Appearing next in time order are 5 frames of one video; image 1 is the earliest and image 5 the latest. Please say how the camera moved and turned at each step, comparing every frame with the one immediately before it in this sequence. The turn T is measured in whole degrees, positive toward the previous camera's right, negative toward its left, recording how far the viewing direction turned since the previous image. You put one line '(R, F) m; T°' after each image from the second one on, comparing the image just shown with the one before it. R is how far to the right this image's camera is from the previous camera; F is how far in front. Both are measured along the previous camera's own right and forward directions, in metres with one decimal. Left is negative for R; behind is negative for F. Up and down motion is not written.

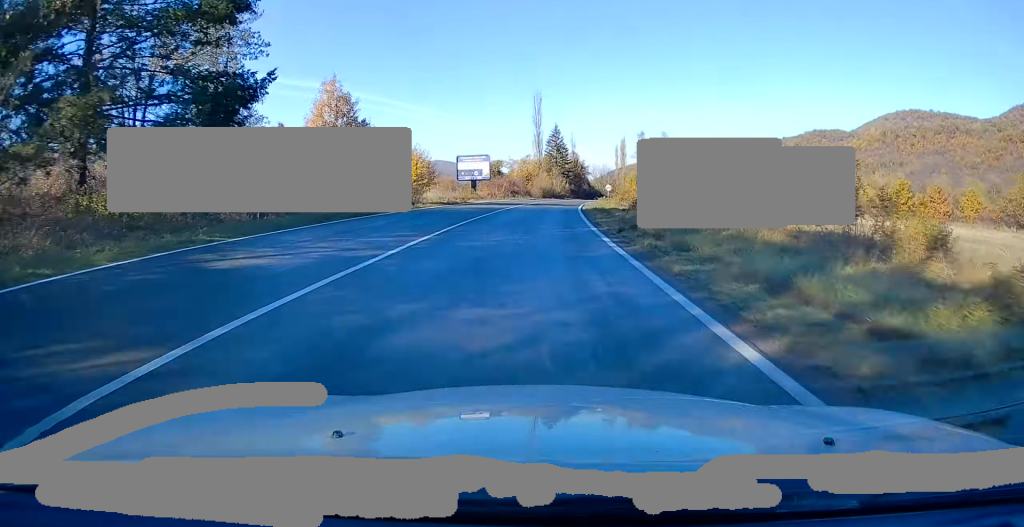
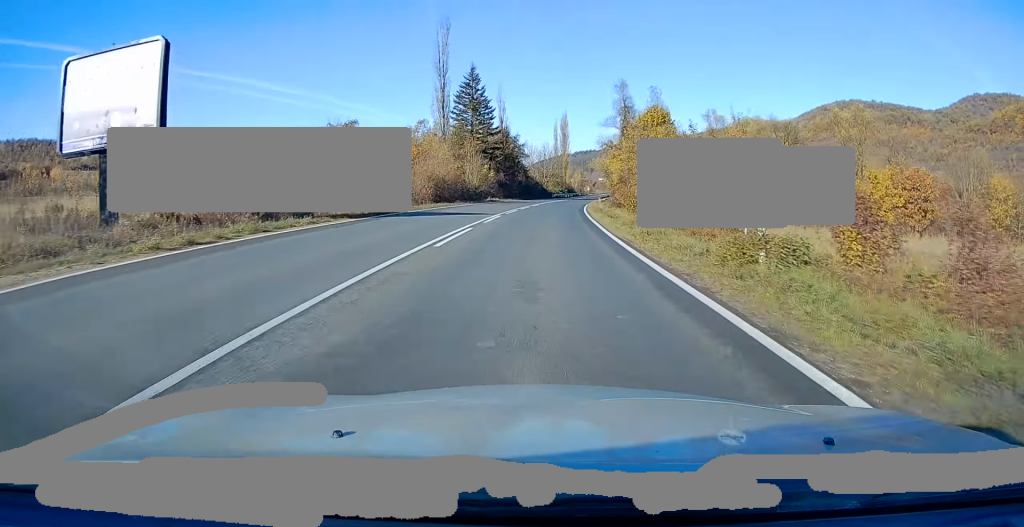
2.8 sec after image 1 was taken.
(+4.8, +64.0) m; +7°
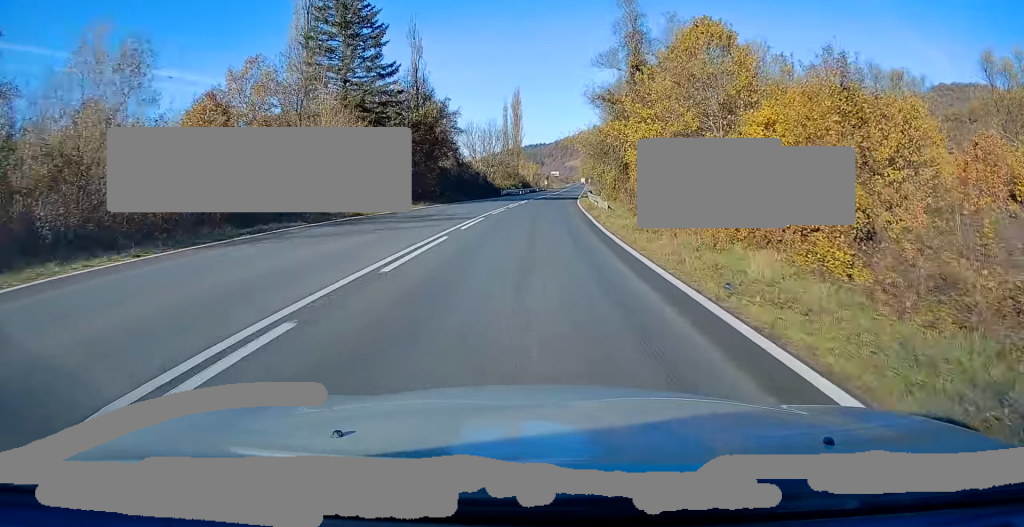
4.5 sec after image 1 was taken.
(+1.3, +39.7) m; +4°
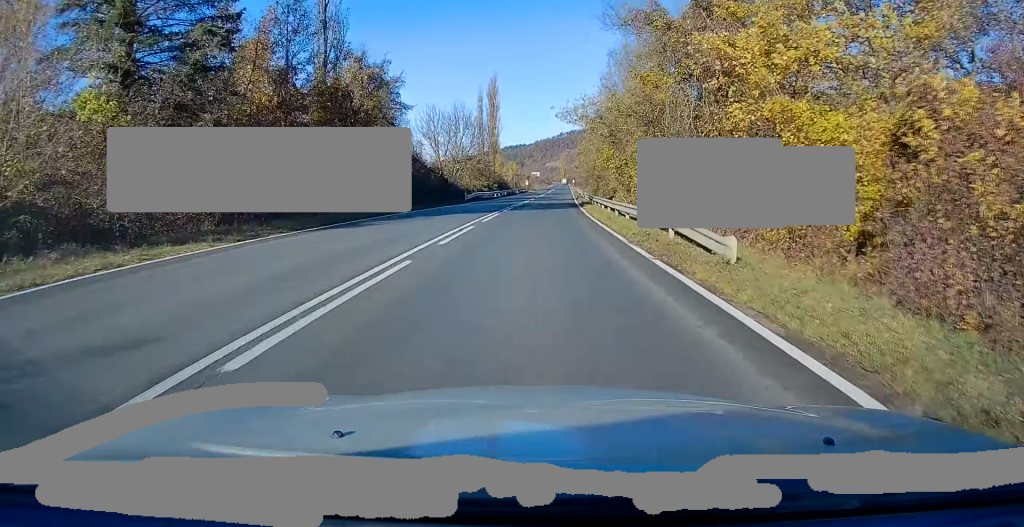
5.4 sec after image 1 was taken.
(+0.4, +22.3) m; +2°
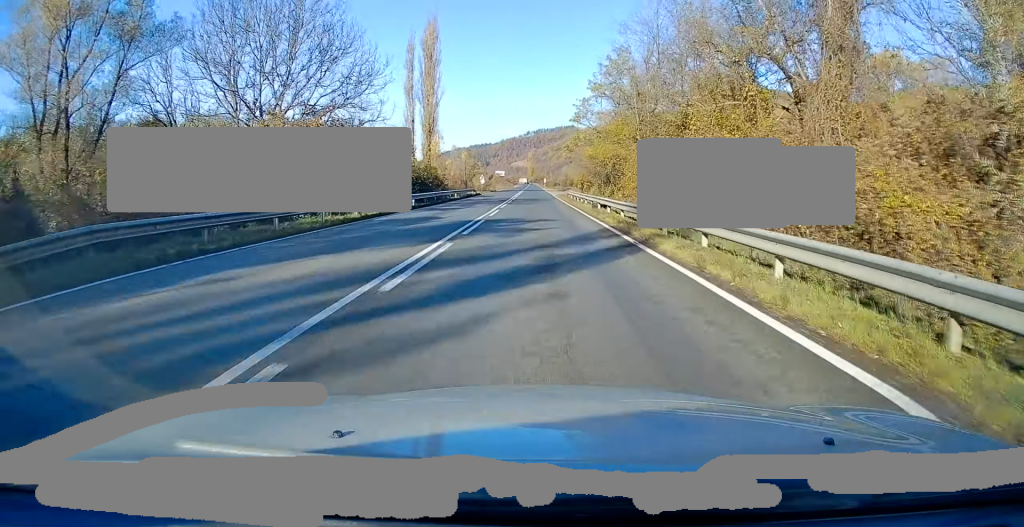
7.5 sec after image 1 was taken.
(+2.1, +49.9) m; +3°
